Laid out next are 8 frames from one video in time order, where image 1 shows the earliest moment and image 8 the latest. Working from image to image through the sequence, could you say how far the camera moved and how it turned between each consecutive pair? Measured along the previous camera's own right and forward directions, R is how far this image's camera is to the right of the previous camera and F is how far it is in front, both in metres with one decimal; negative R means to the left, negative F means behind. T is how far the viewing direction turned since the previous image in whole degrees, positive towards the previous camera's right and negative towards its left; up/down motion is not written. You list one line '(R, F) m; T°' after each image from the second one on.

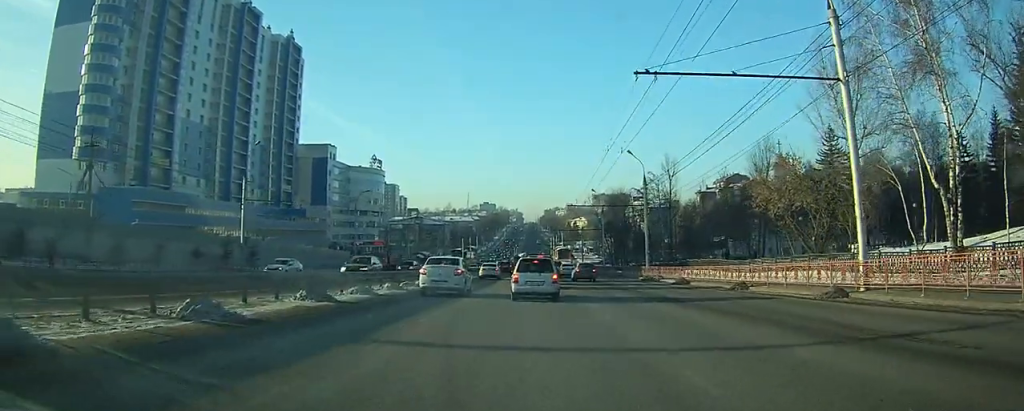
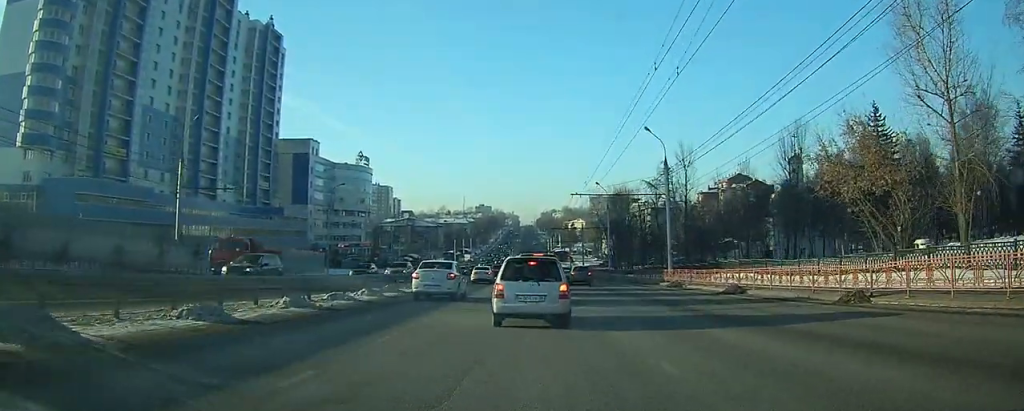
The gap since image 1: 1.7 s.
(-0.2, +12.5) m; -2°
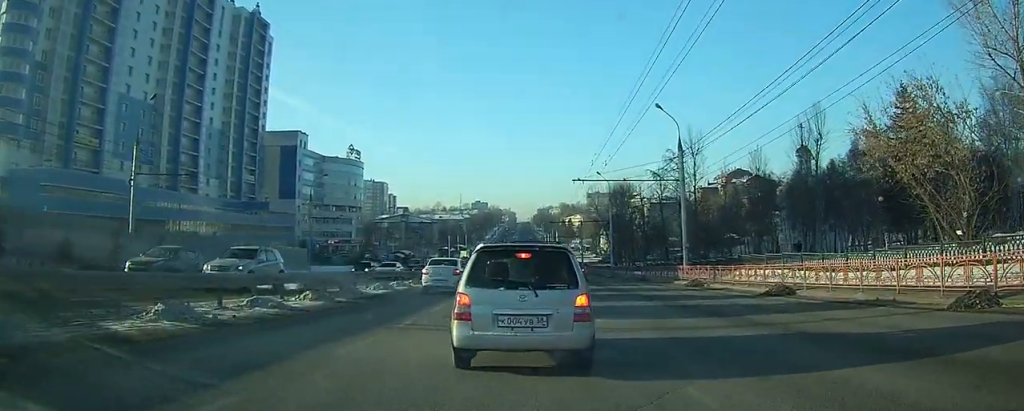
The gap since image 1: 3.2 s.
(+0.1, +6.7) m; 0°
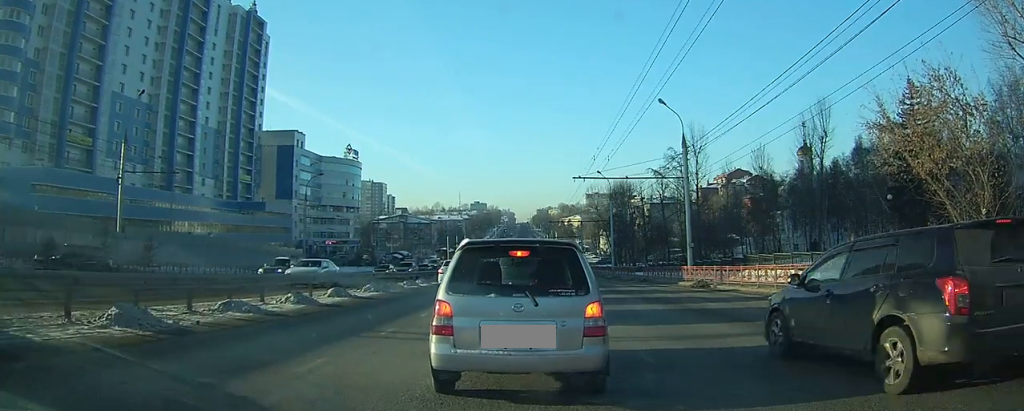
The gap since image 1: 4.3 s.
(0.0, +2.7) m; 0°
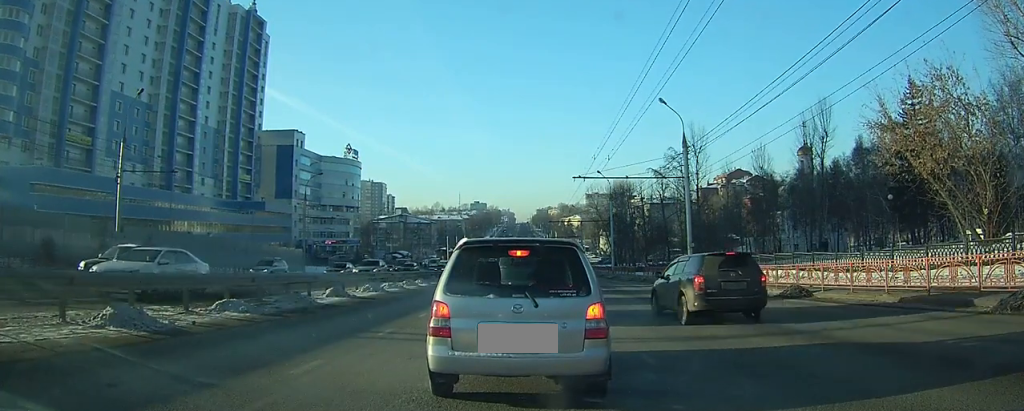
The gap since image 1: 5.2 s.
(0.0, +1.1) m; 0°
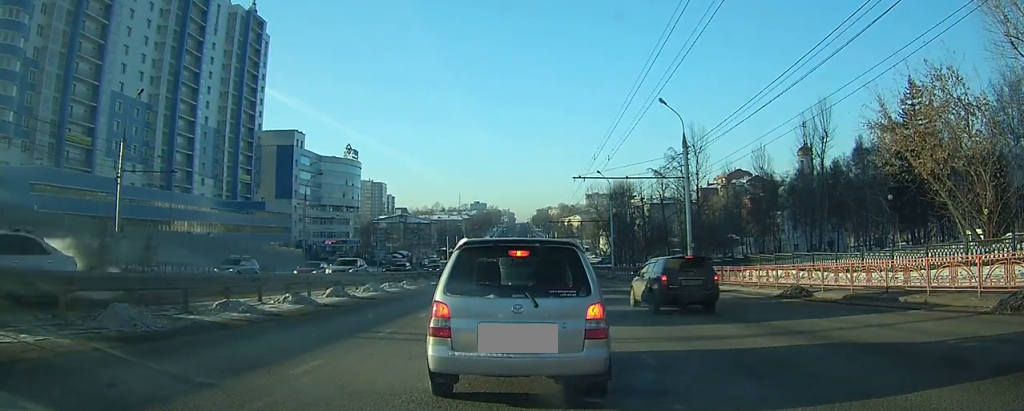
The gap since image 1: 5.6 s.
(0.0, +0.2) m; 0°
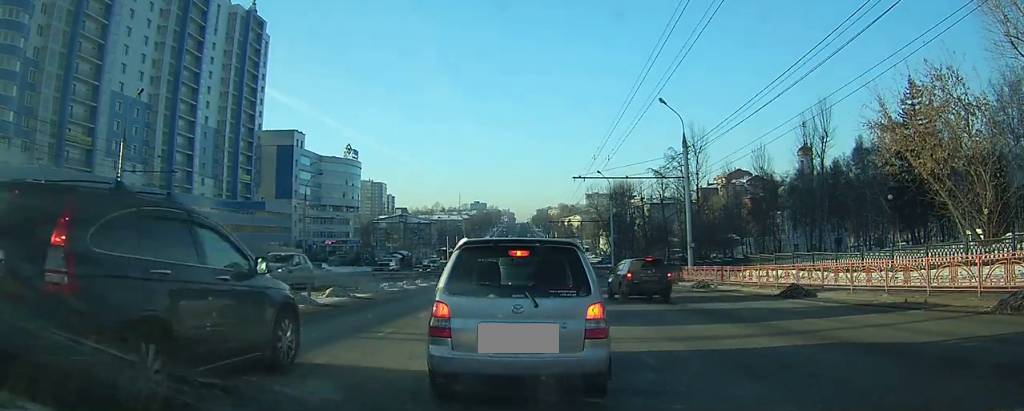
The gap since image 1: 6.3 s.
(+0.1, +0.1) m; 0°
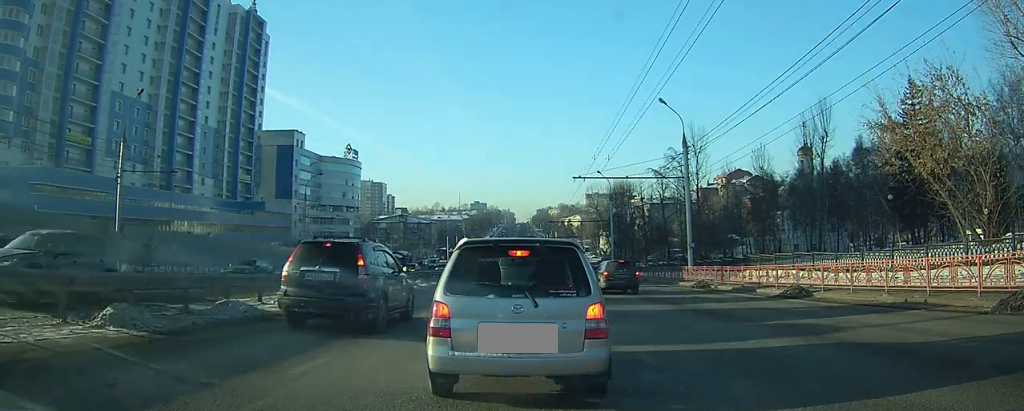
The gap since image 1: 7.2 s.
(+0.1, 0.0) m; 0°
